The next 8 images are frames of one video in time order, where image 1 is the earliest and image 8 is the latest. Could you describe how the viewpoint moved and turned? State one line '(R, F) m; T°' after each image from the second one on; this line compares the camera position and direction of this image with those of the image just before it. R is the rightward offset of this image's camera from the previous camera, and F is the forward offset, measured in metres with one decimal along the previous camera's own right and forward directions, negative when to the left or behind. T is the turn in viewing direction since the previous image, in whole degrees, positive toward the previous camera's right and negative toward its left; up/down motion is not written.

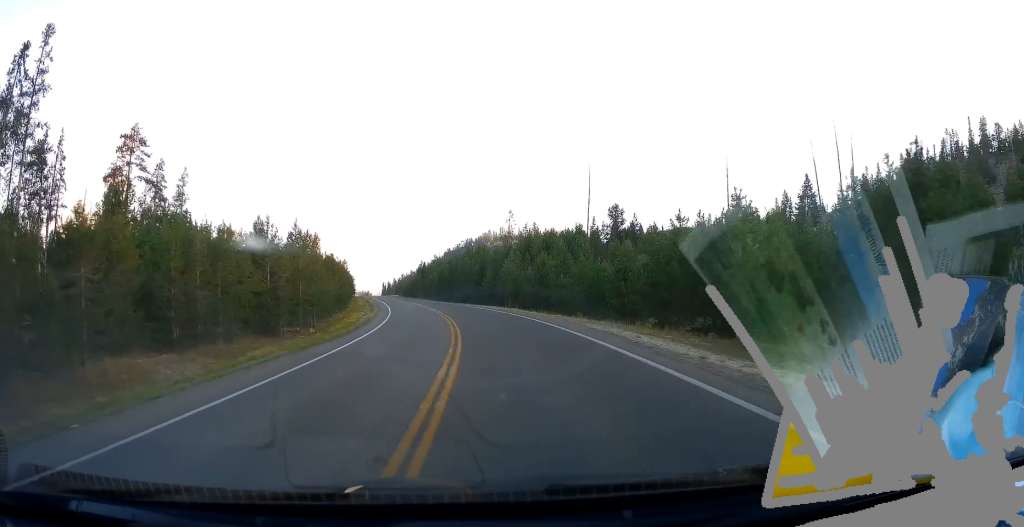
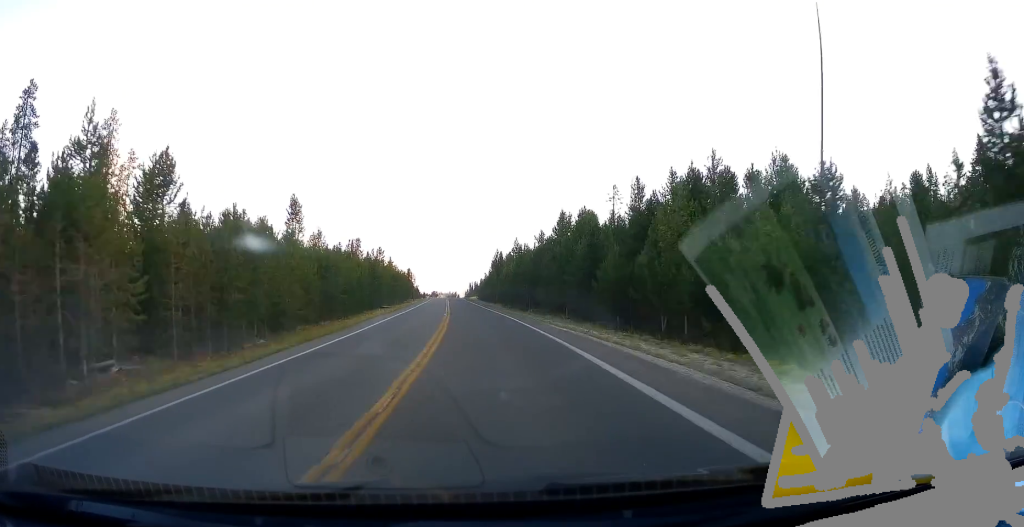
(-3.1, +39.6) m; -8°
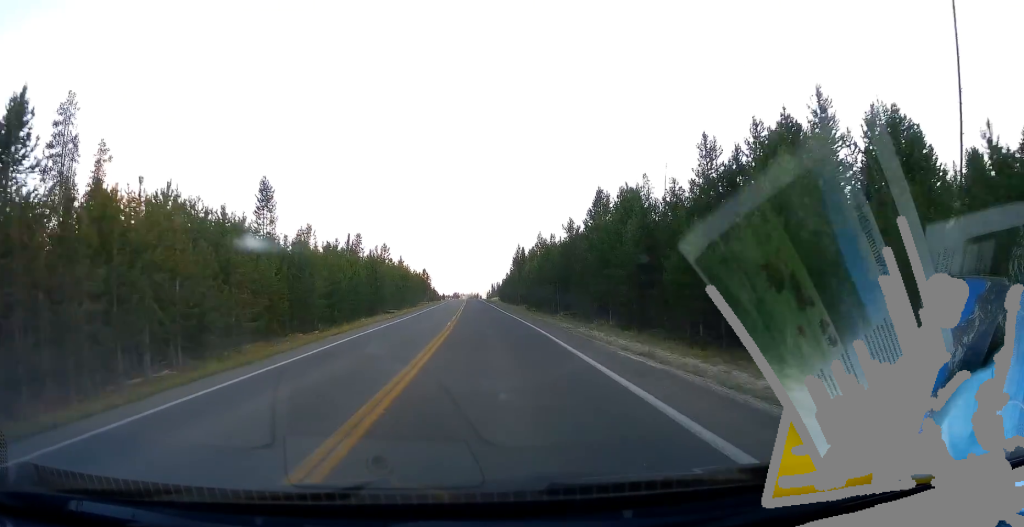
(+0.1, +10.8) m; -2°
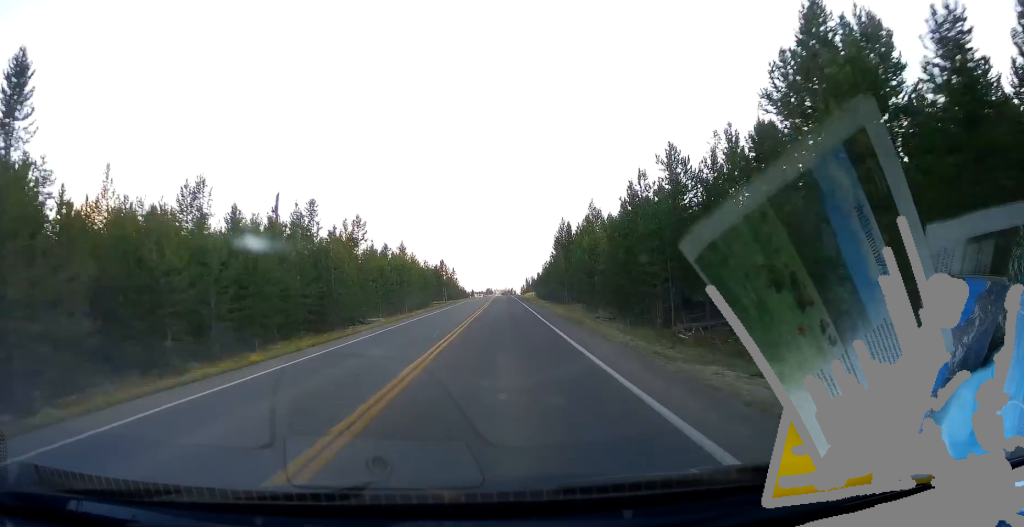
(-1.6, +27.8) m; -5°
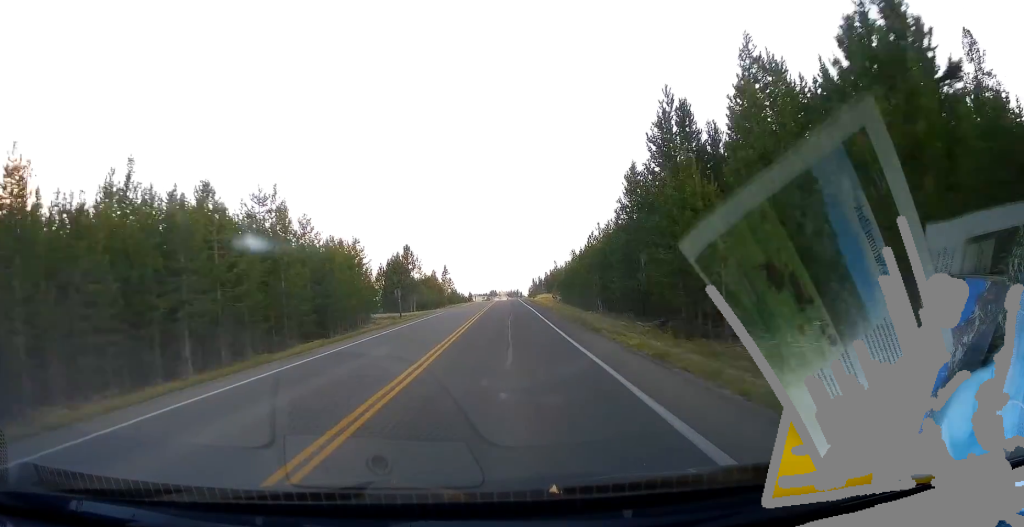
(-1.0, +45.5) m; -2°
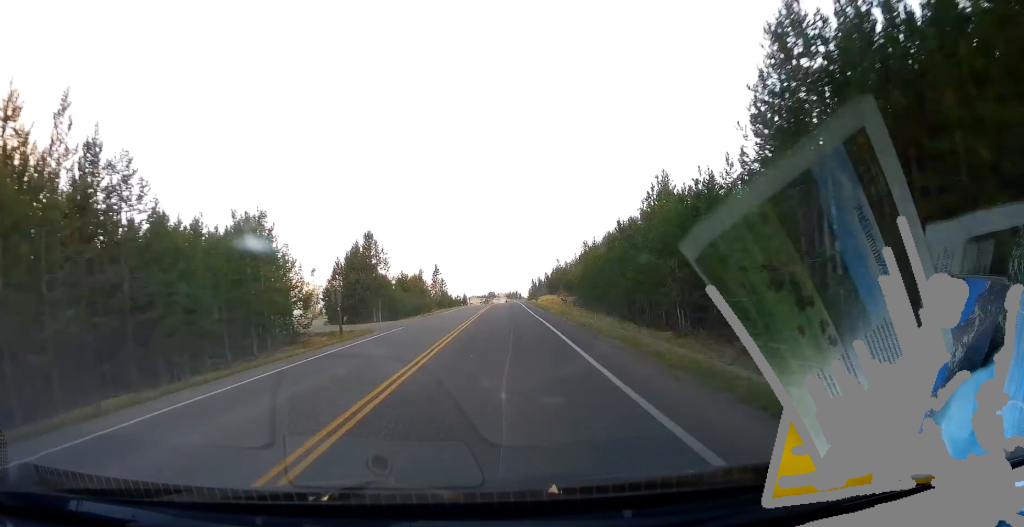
(-0.1, +19.0) m; 0°
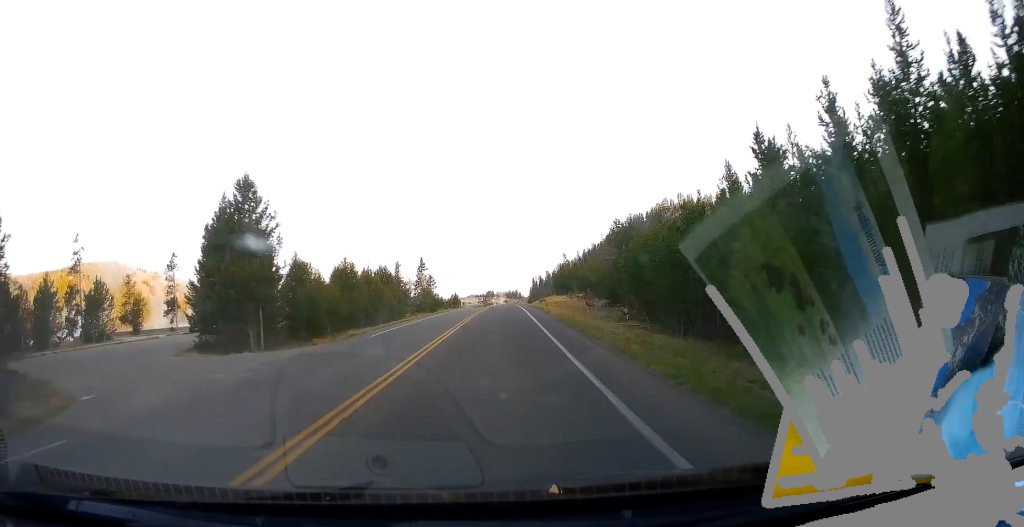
(-0.1, +26.2) m; 0°
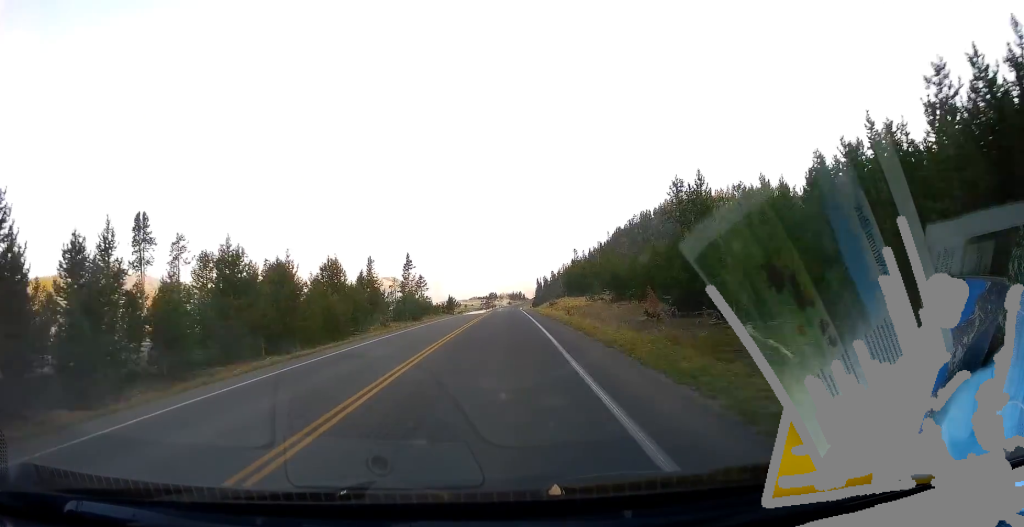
(+0.2, +22.1) m; 0°
